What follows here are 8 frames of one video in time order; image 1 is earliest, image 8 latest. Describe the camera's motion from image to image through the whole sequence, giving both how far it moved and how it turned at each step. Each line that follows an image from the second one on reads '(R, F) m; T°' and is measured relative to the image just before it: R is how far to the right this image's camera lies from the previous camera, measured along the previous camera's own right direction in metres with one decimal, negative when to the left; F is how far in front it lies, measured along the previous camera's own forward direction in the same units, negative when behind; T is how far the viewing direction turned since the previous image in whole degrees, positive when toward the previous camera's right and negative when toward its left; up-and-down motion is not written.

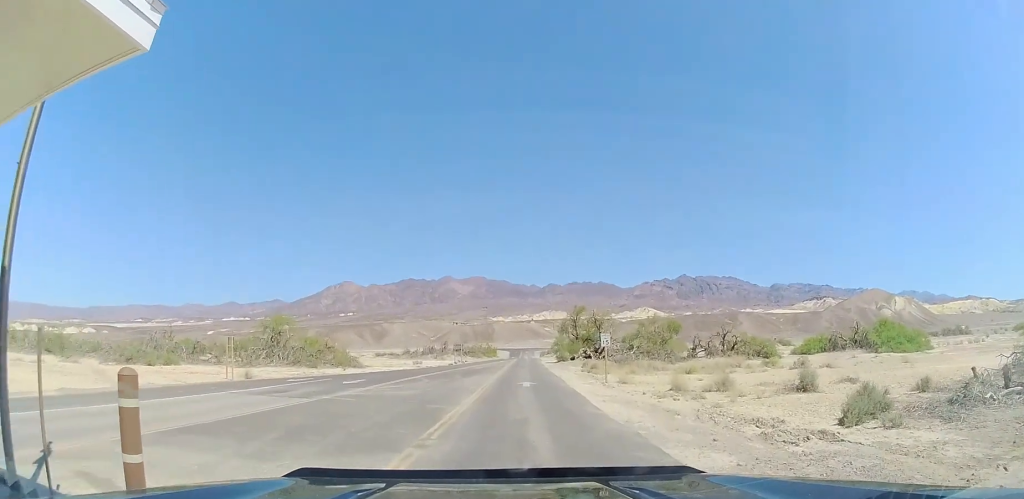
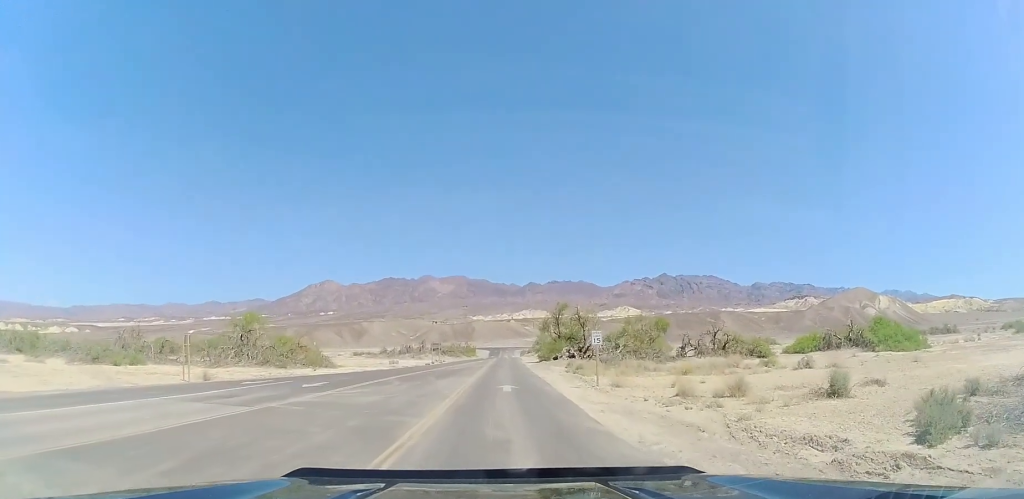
(-0.1, +2.5) m; +3°
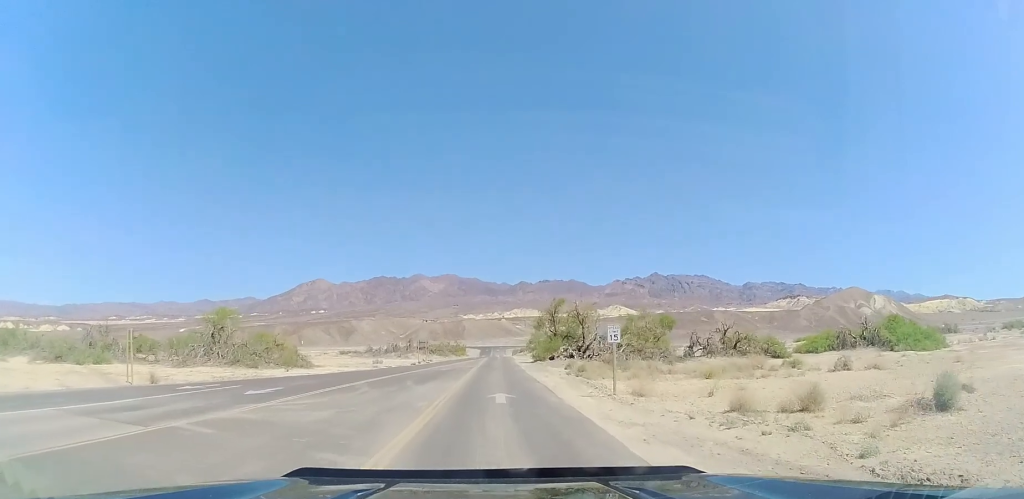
(-0.2, +4.9) m; -3°
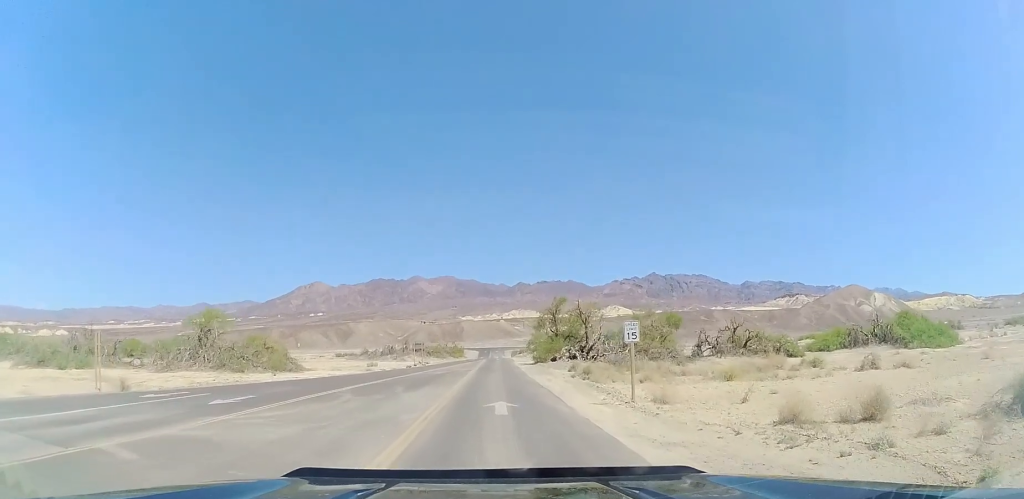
(+0.1, +2.3) m; +2°
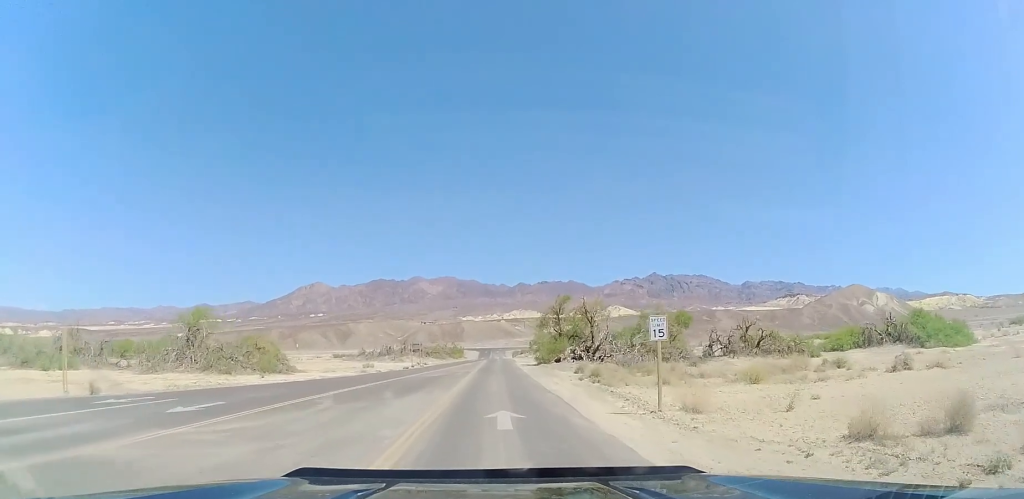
(0.0, +2.0) m; +1°
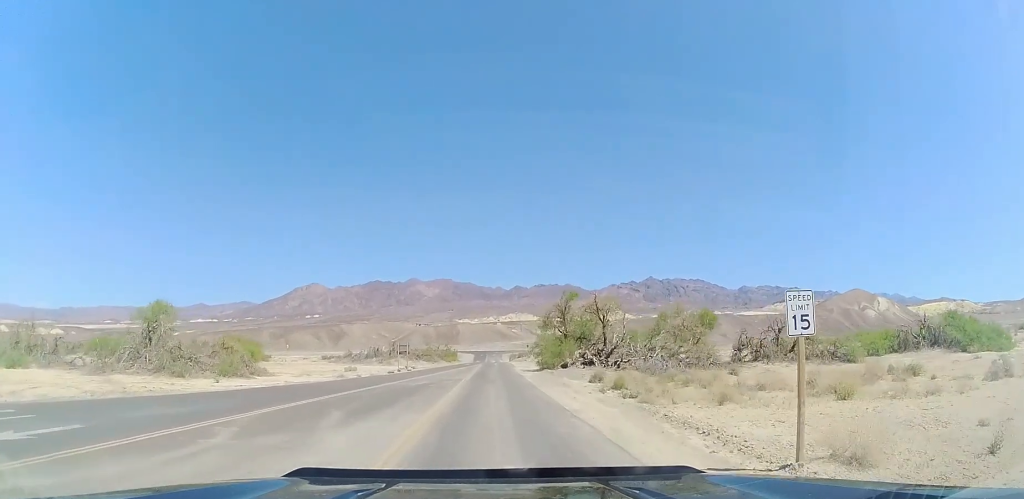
(-0.1, +5.7) m; -2°
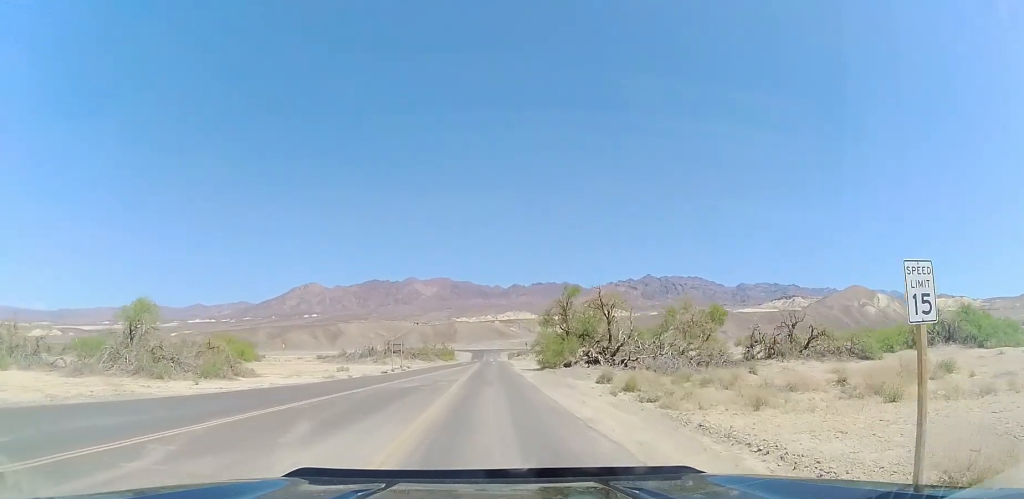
(-0.1, +2.1) m; 0°
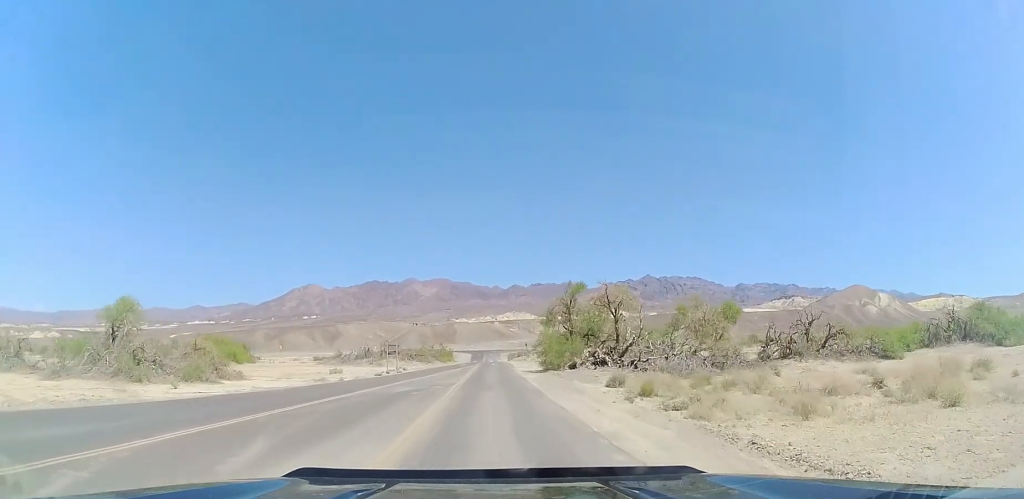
(+0.1, +2.3) m; +1°
